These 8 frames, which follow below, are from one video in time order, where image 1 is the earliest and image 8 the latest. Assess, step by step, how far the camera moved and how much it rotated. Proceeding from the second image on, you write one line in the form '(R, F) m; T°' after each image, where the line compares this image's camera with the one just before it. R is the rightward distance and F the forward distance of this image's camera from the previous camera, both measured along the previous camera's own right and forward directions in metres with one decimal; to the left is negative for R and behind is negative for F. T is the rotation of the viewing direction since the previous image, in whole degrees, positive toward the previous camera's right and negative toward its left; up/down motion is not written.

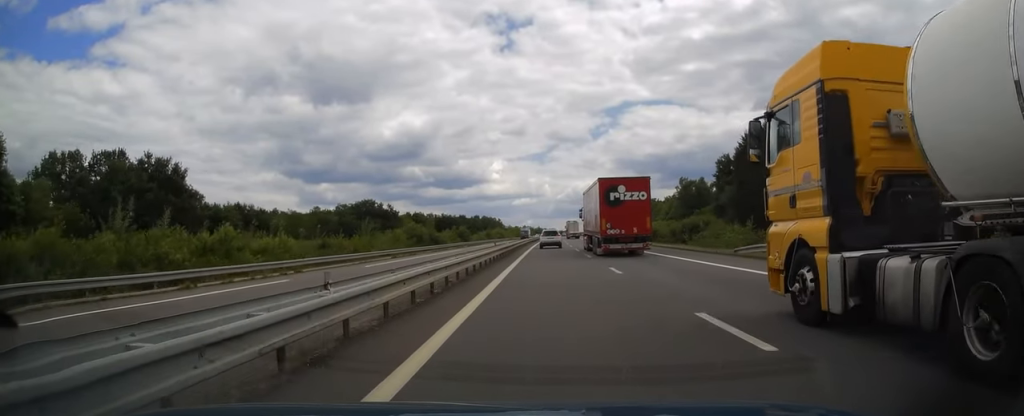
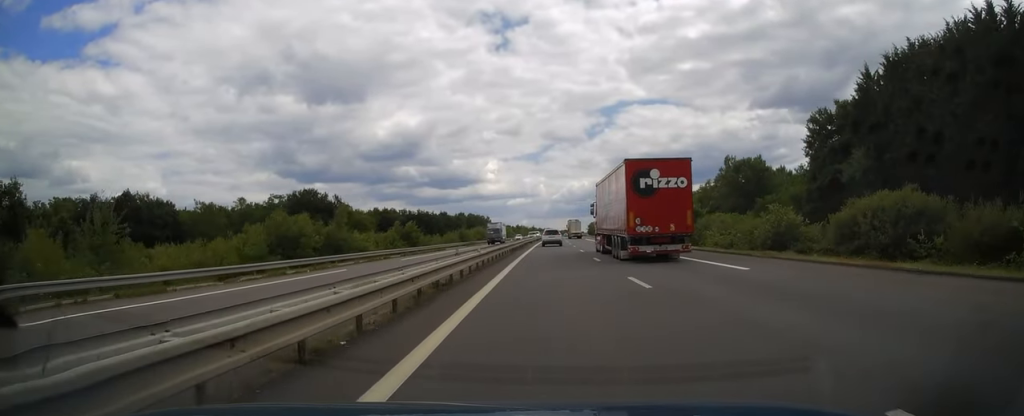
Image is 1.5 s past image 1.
(+0.3, +42.7) m; +1°
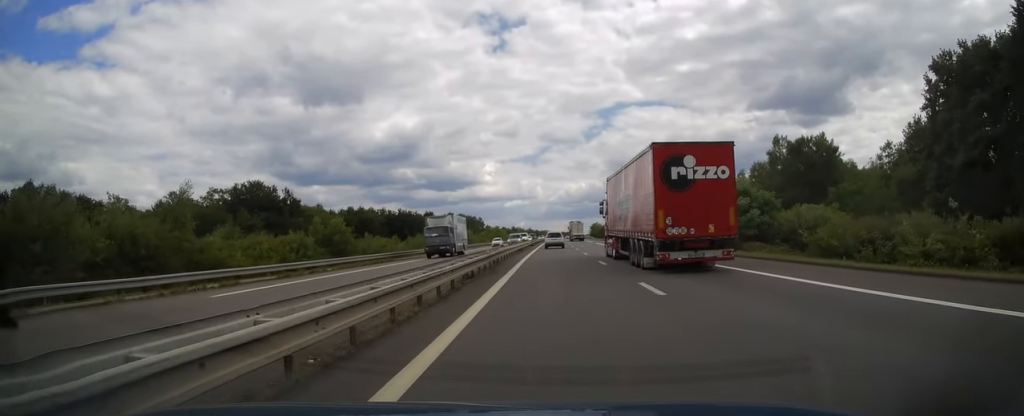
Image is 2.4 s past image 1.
(0.0, +26.0) m; 0°
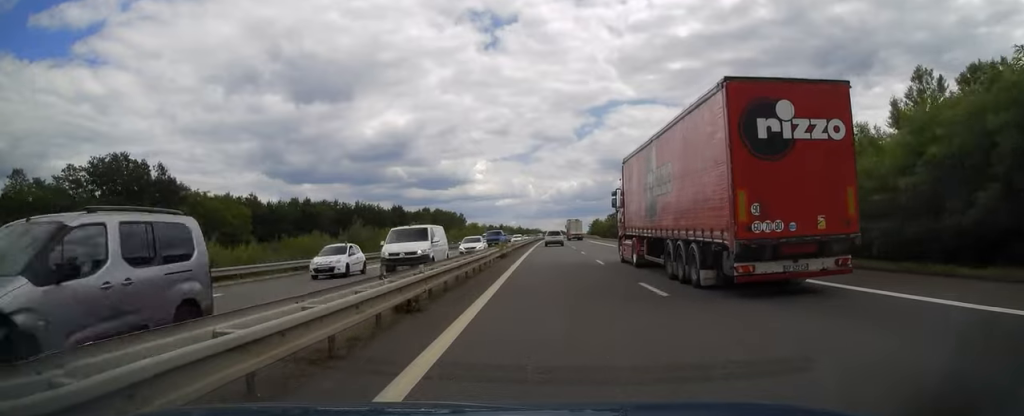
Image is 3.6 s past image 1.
(+0.3, +38.1) m; +1°
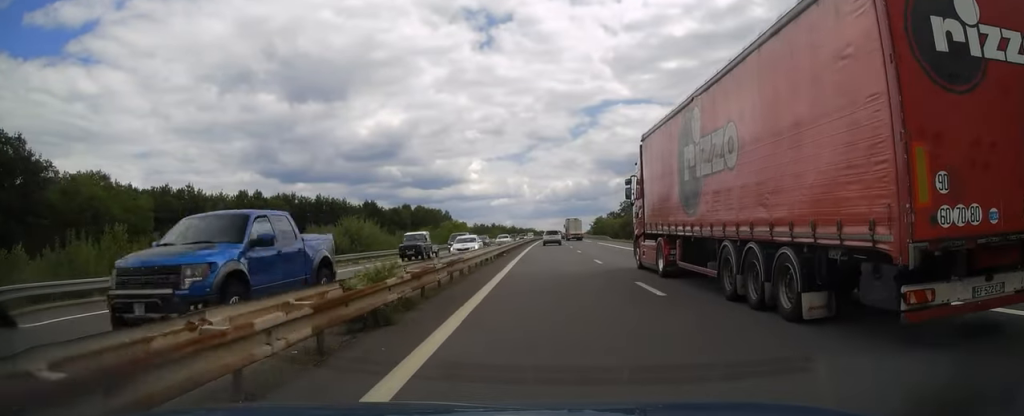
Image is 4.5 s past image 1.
(0.0, +25.7) m; 0°
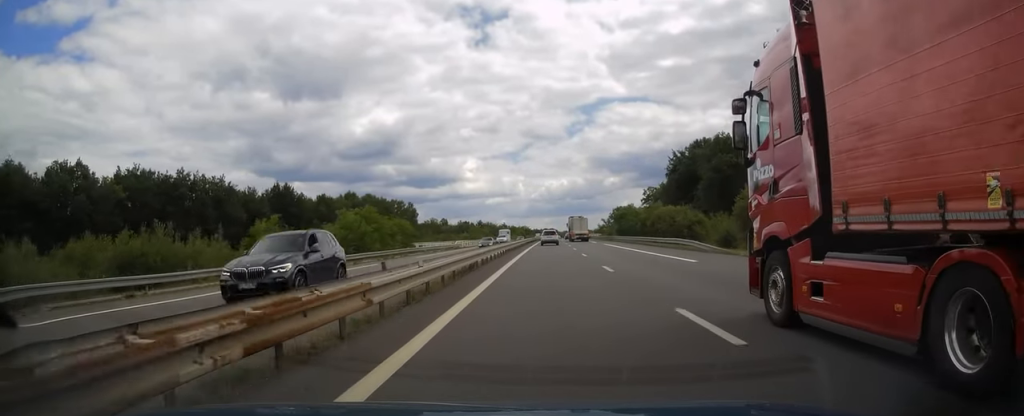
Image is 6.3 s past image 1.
(+0.4, +56.4) m; +1°
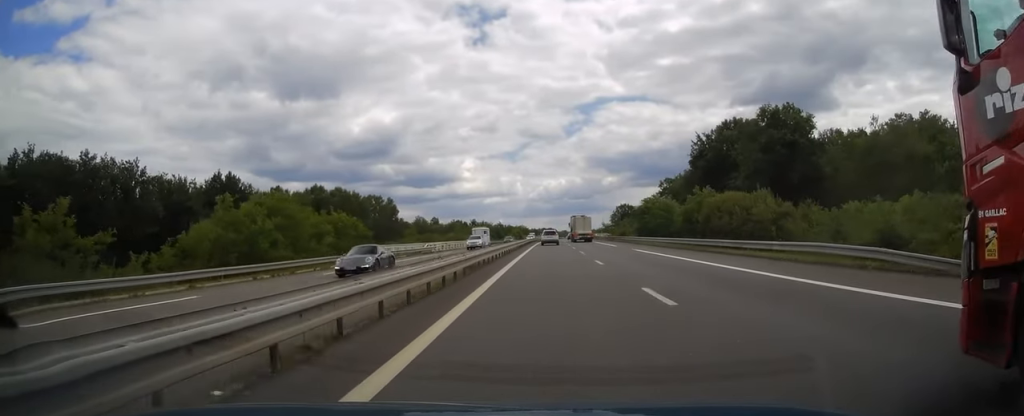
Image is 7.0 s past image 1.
(0.0, +22.1) m; 0°
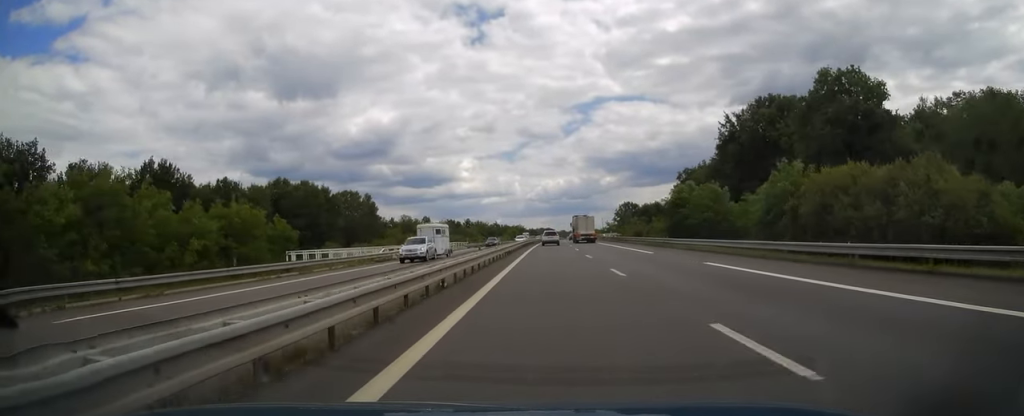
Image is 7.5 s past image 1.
(-0.1, +18.4) m; 0°
